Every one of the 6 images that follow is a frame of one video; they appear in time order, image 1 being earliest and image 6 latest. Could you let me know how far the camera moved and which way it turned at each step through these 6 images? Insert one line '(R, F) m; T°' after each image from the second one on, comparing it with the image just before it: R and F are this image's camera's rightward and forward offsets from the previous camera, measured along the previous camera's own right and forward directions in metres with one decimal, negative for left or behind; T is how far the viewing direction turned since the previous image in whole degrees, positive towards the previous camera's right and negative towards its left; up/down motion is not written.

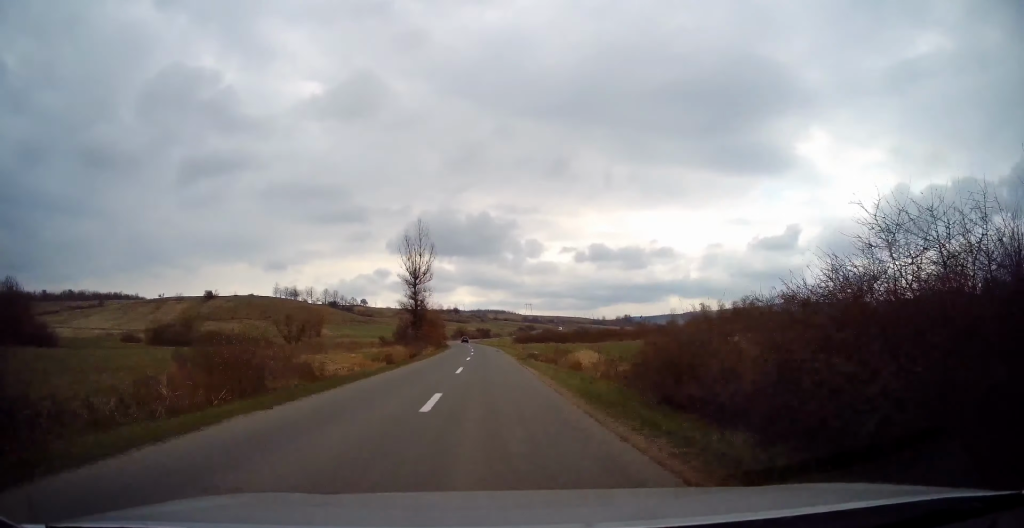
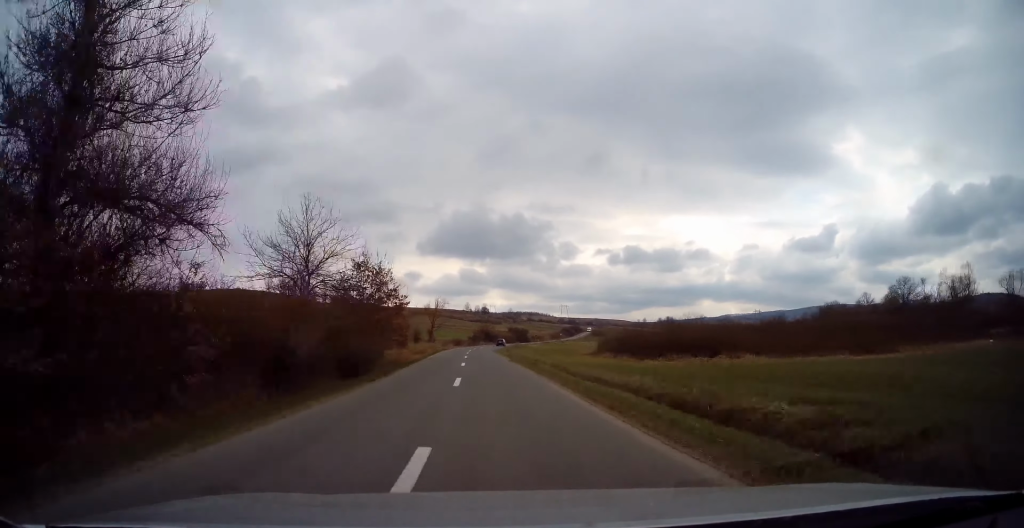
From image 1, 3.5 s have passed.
(-0.3, +75.0) m; -2°
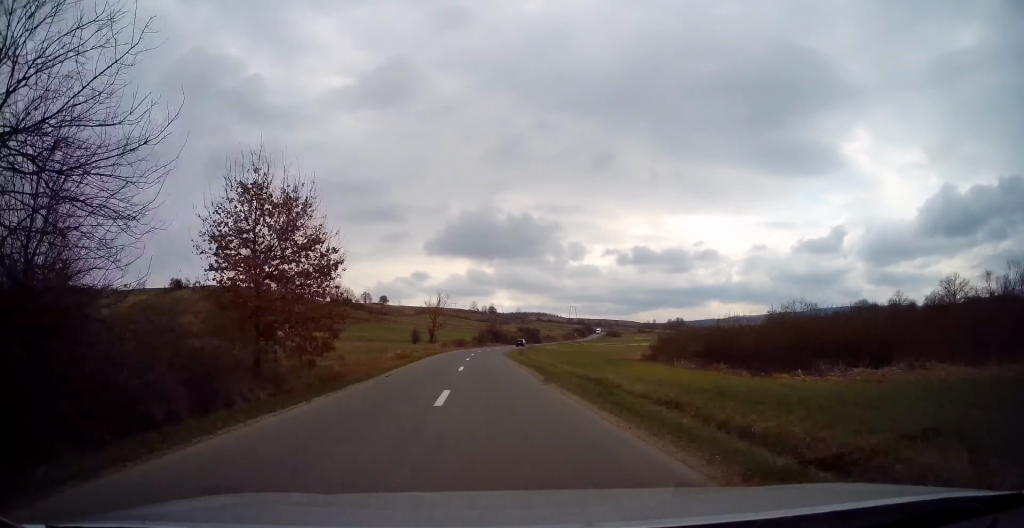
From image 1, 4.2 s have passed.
(-0.1, +16.9) m; 0°
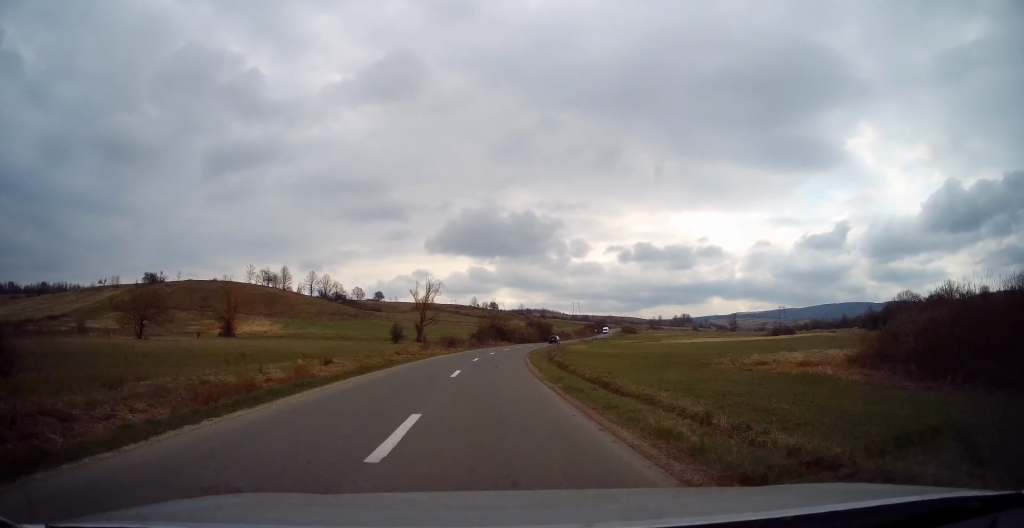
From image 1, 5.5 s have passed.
(0.0, +28.6) m; -1°
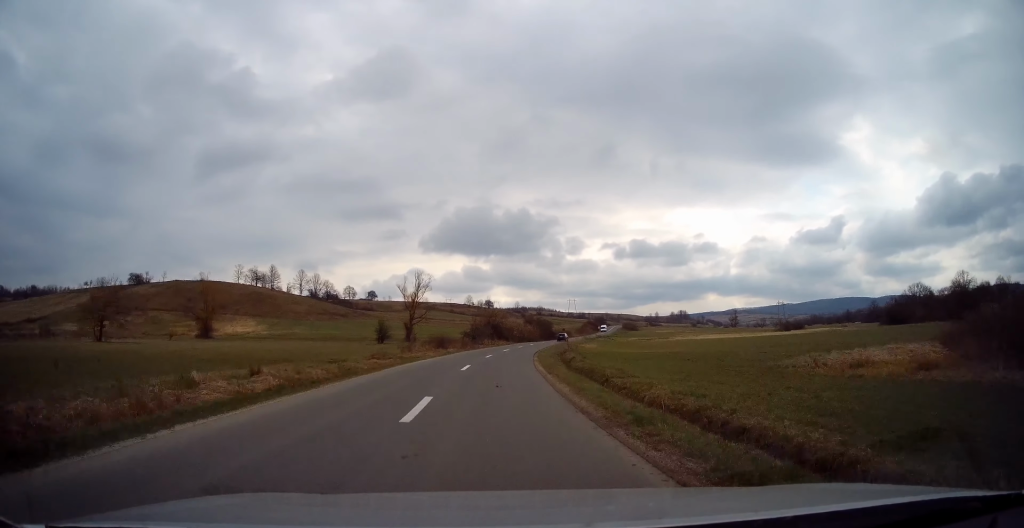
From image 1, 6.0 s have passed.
(-0.3, +9.5) m; +1°
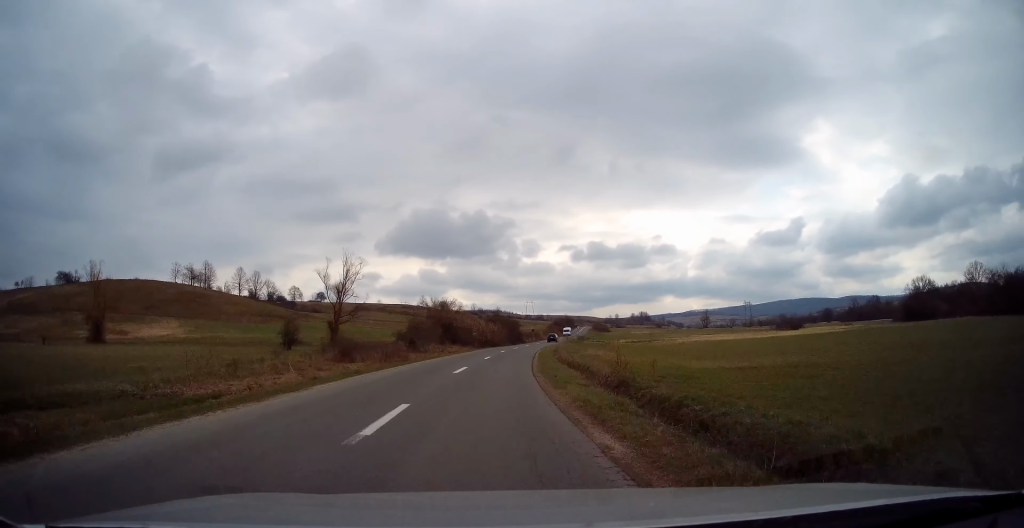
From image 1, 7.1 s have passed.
(+0.6, +25.6) m; +4°
